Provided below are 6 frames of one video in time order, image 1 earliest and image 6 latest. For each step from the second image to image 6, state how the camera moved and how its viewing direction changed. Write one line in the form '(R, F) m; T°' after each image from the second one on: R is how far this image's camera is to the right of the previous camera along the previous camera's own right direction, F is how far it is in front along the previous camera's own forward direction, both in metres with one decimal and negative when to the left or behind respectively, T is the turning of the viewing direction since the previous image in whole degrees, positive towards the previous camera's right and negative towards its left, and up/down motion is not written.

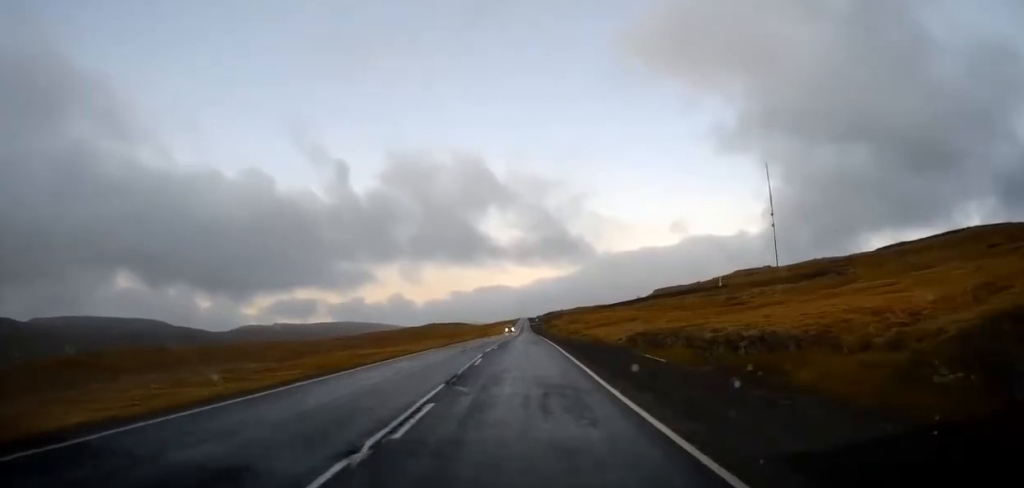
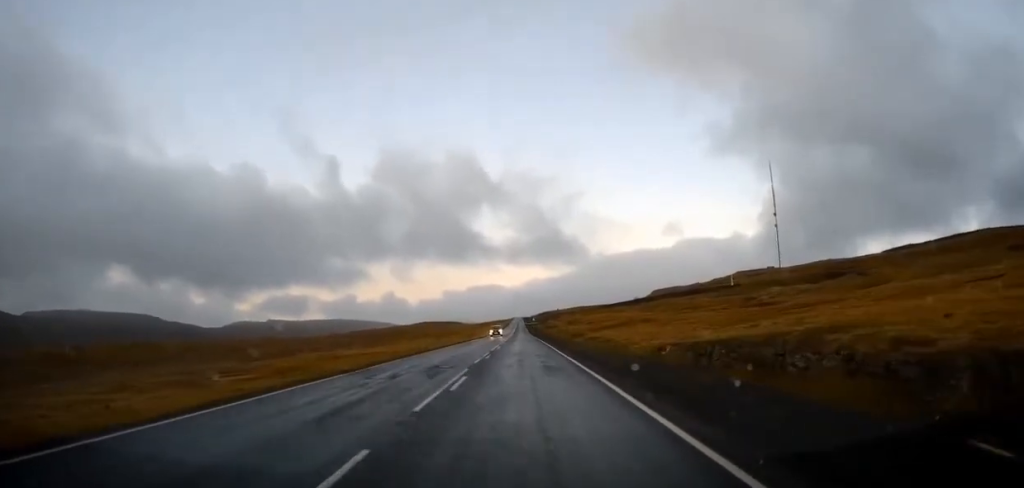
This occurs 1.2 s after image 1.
(+0.3, +18.5) m; 0°
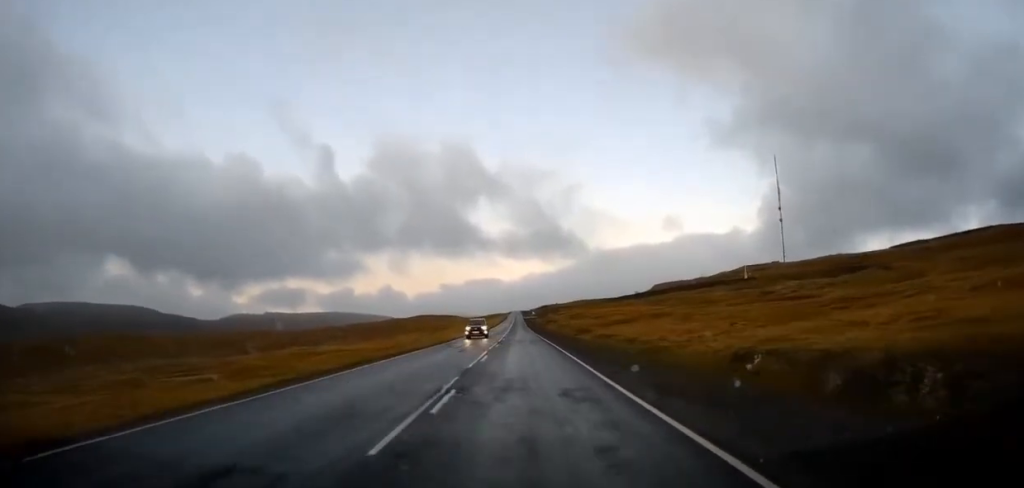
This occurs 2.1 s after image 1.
(-0.2, +14.9) m; -1°
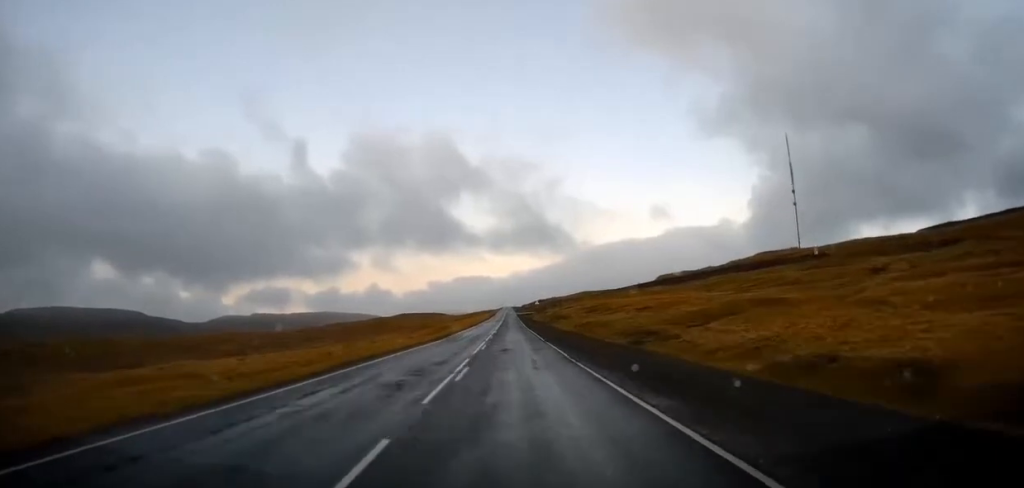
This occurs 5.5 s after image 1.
(+2.6, +54.6) m; +4°
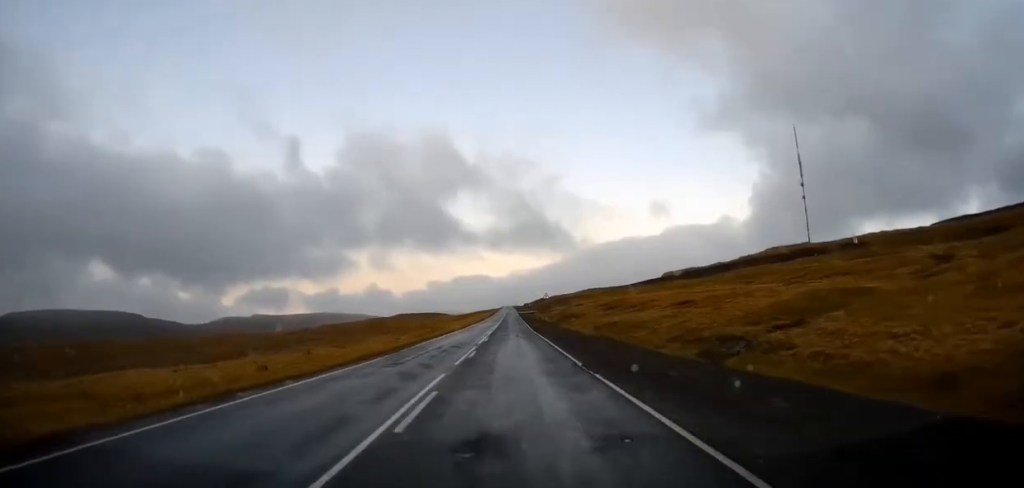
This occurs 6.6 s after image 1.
(-0.3, +19.1) m; -1°
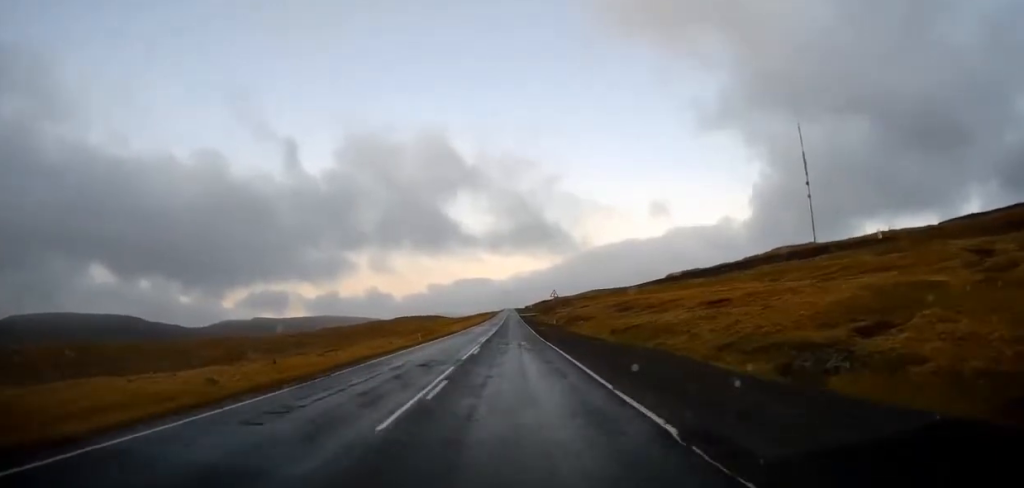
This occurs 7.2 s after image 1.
(0.0, +9.8) m; 0°
